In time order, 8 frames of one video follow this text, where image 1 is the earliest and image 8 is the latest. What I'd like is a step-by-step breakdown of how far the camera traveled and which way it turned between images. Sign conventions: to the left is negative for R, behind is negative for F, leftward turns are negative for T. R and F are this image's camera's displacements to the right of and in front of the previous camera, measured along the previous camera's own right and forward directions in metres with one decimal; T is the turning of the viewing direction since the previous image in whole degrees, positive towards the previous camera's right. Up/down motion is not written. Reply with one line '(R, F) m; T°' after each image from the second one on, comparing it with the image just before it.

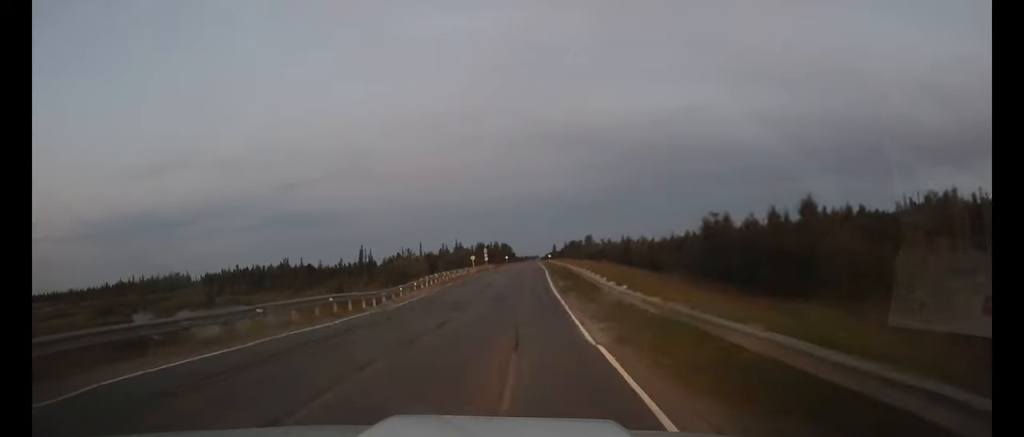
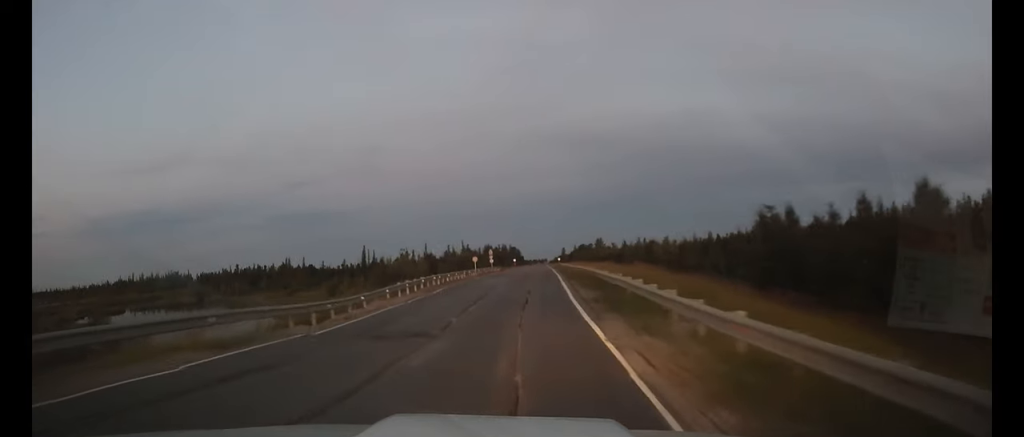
(0.0, +9.5) m; -1°
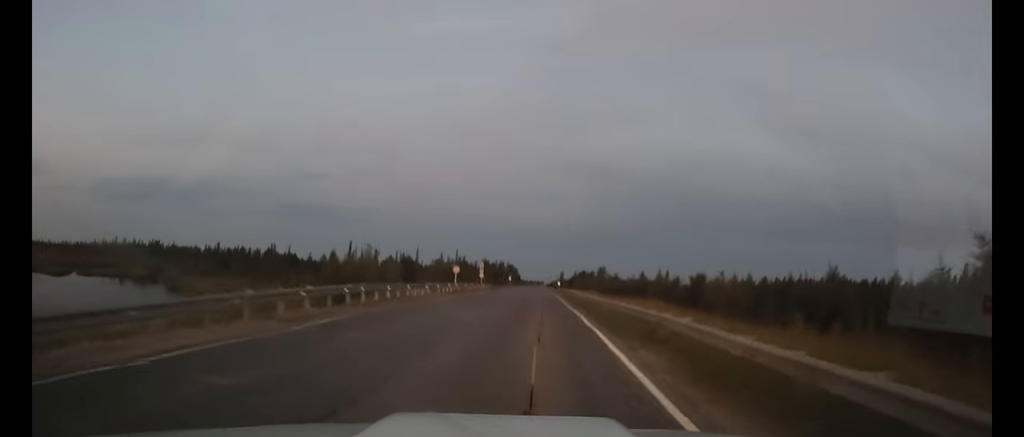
(-0.4, +19.9) m; -1°
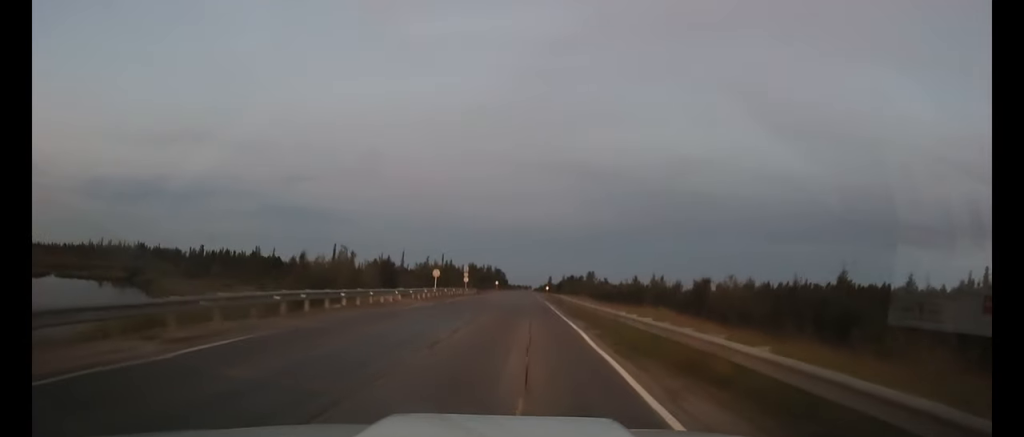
(+0.1, +5.1) m; +1°
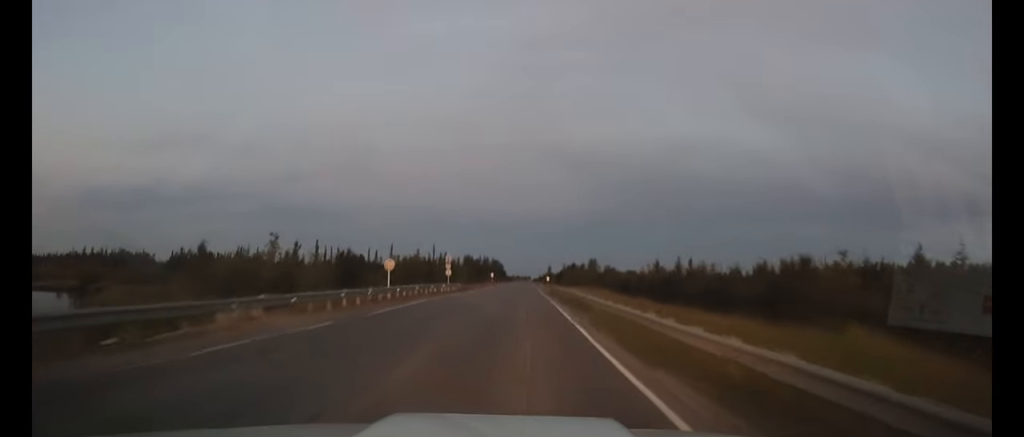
(+0.3, +17.1) m; +1°
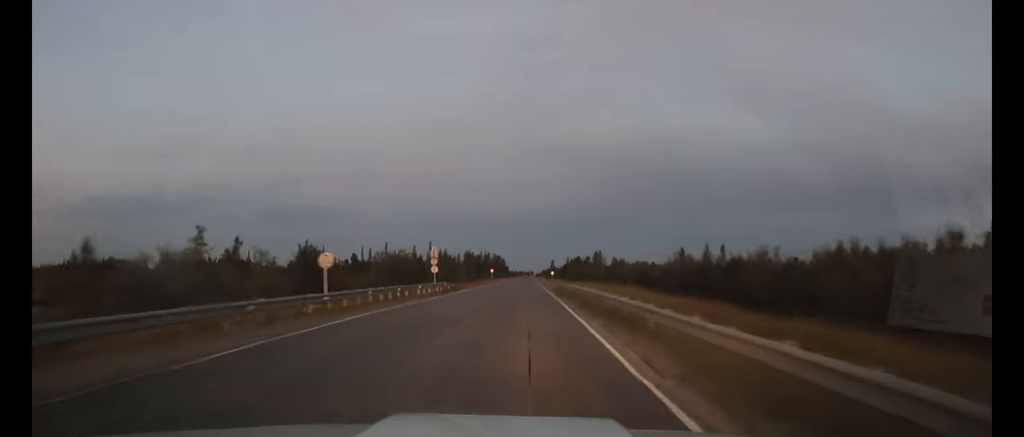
(0.0, +11.5) m; 0°
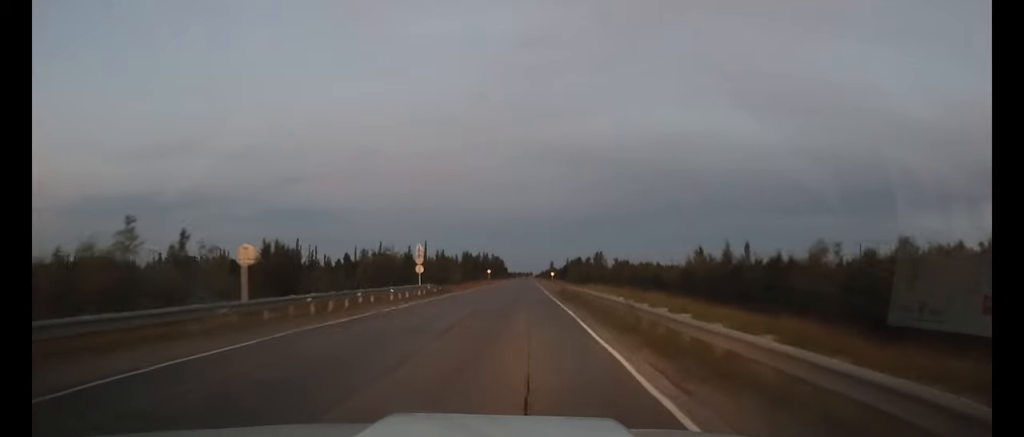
(0.0, +7.3) m; 0°
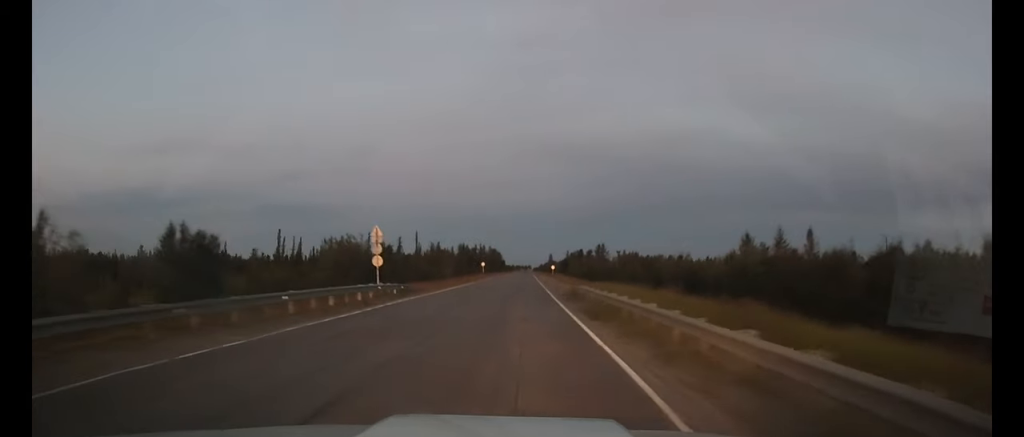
(0.0, +13.2) m; 0°
